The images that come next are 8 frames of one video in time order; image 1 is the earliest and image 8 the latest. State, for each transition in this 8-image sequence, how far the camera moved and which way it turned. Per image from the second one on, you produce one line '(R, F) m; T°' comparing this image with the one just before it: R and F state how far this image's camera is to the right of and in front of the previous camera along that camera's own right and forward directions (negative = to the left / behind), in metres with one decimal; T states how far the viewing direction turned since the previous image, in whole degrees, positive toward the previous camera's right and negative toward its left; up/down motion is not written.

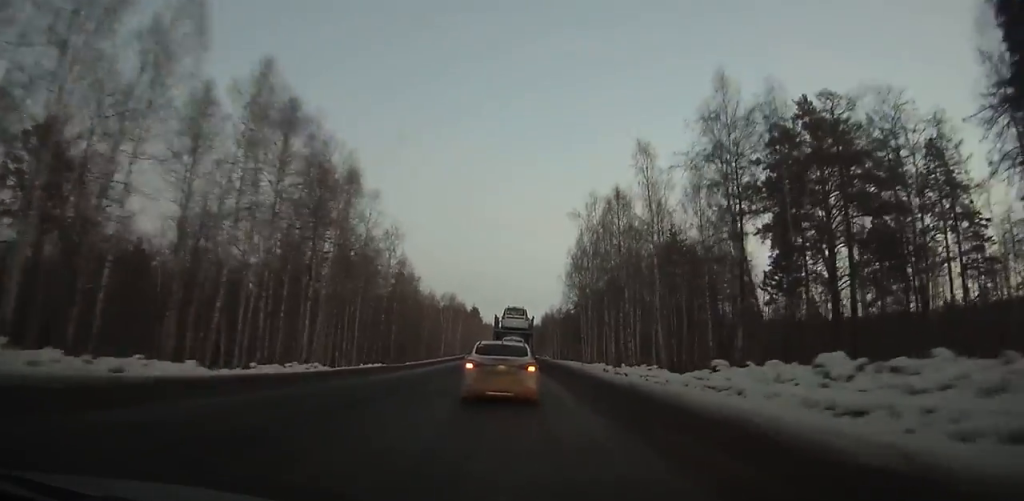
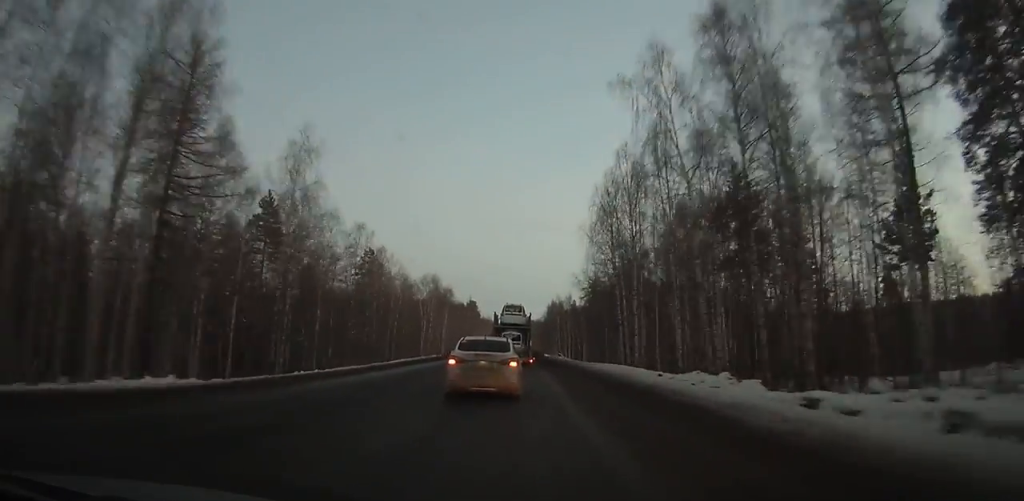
(-0.2, +31.4) m; 0°
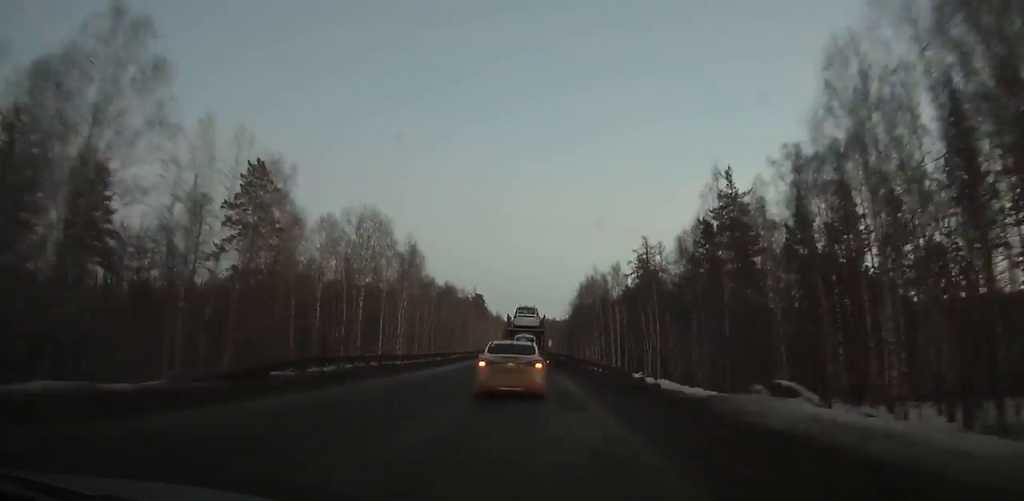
(-0.1, +49.2) m; 0°
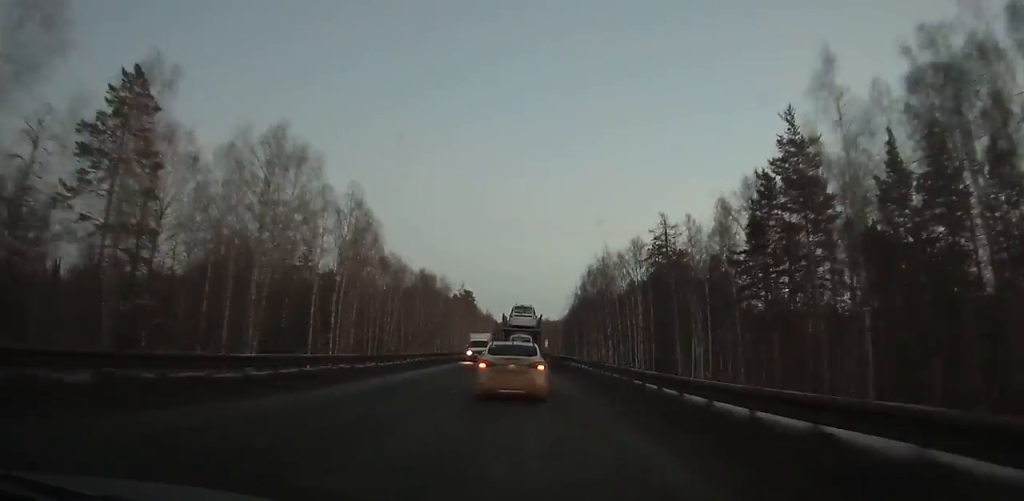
(0.0, +18.0) m; 0°
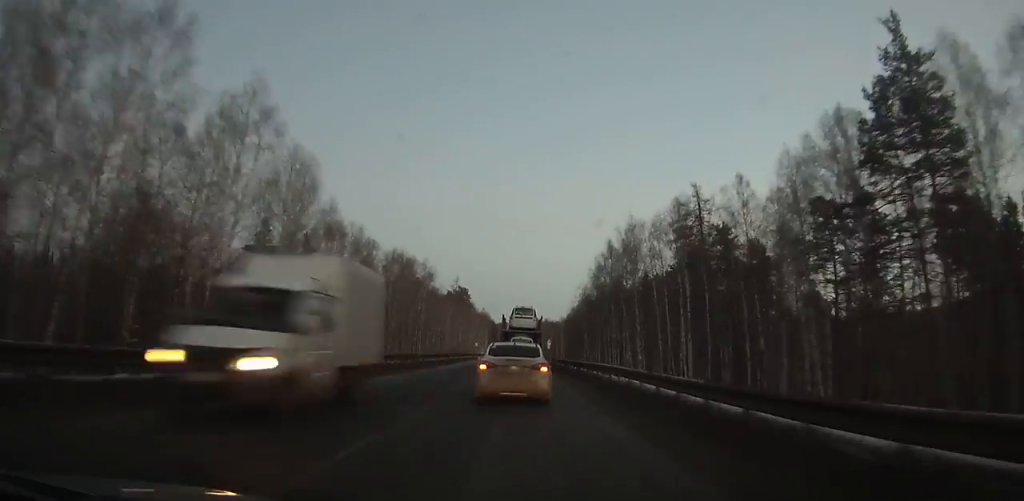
(0.0, +16.9) m; 0°
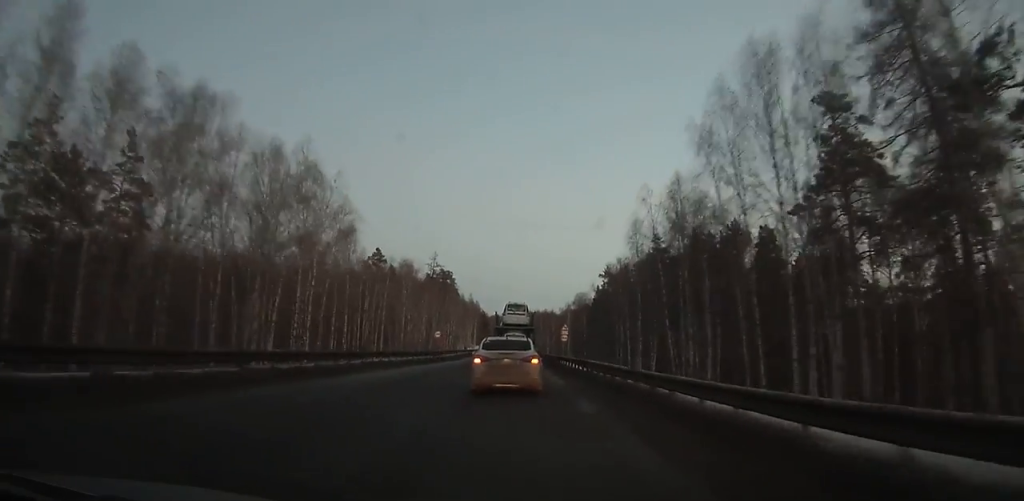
(0.0, +43.6) m; +1°
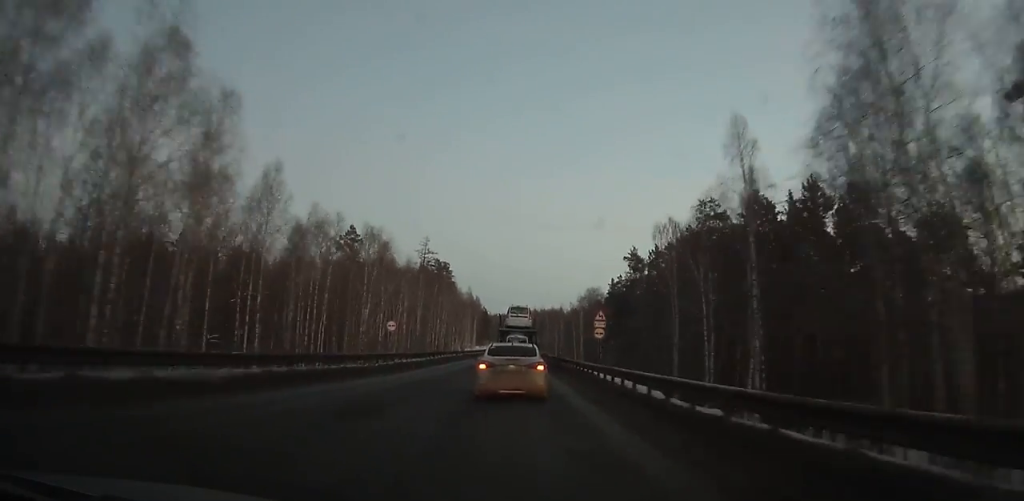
(+0.2, +23.0) m; 0°
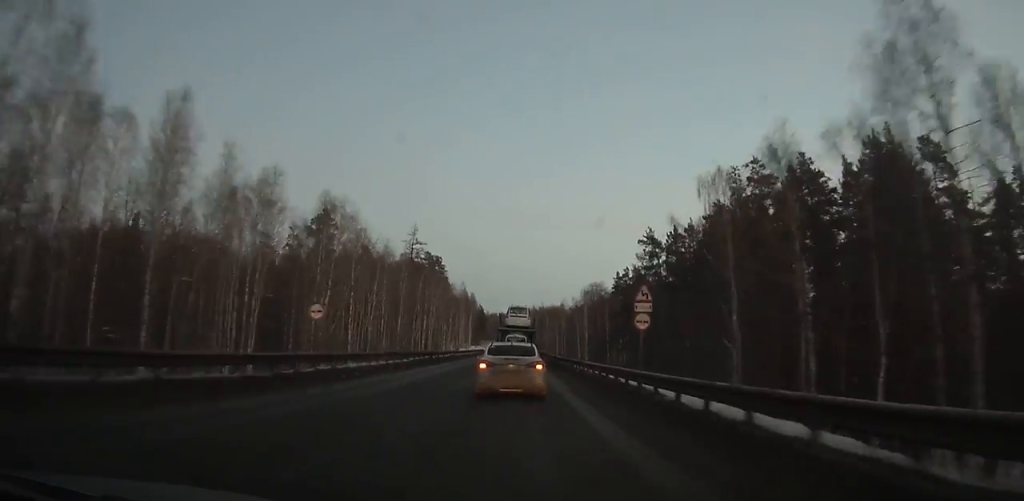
(+0.1, +14.1) m; 0°
